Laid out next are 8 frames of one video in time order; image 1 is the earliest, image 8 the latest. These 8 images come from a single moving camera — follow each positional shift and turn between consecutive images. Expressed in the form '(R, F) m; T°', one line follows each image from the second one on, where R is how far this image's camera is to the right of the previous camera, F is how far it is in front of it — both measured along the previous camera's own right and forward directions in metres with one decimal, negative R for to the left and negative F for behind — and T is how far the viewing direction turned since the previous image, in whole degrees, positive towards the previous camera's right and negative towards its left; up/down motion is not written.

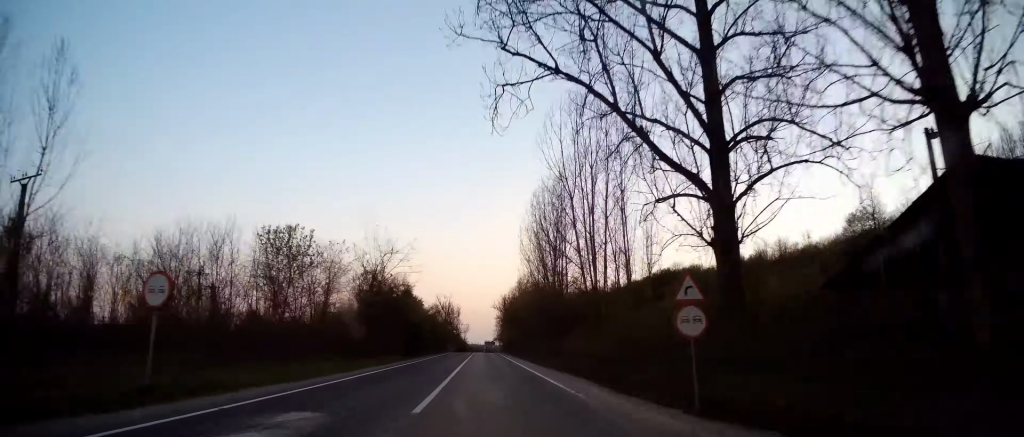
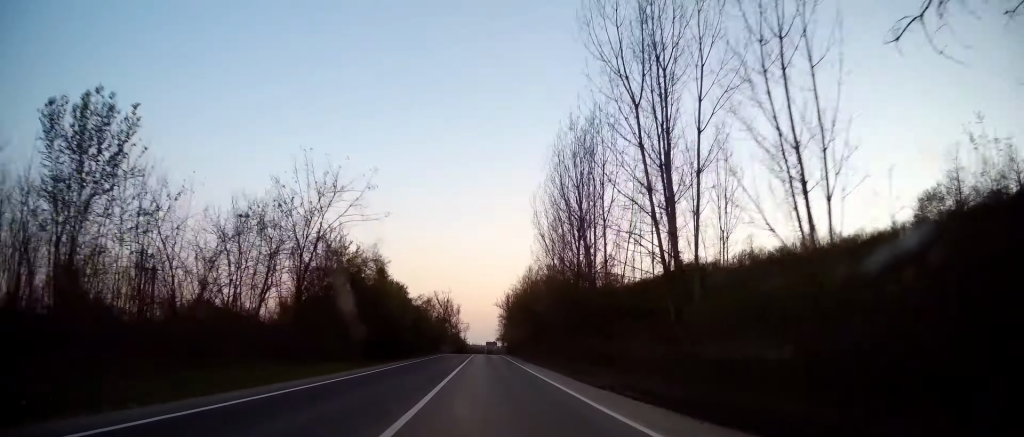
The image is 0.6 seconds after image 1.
(-0.2, +16.0) m; 0°
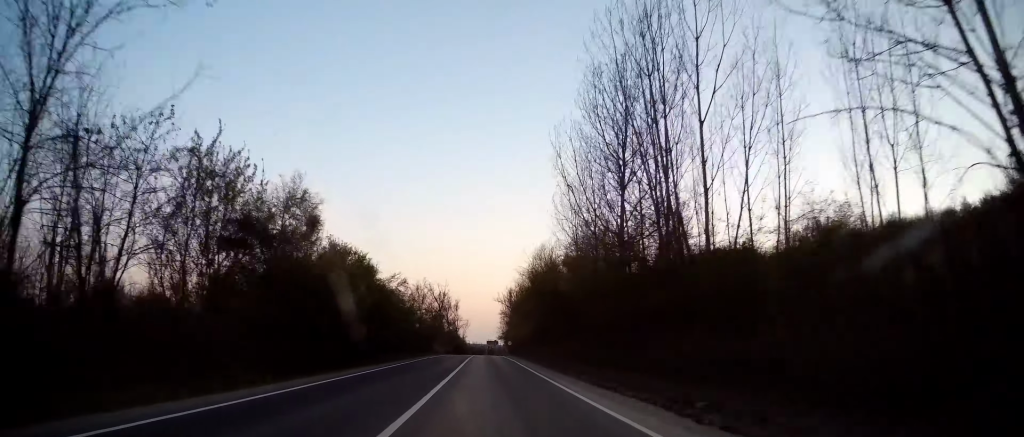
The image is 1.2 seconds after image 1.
(+0.1, +16.9) m; 0°
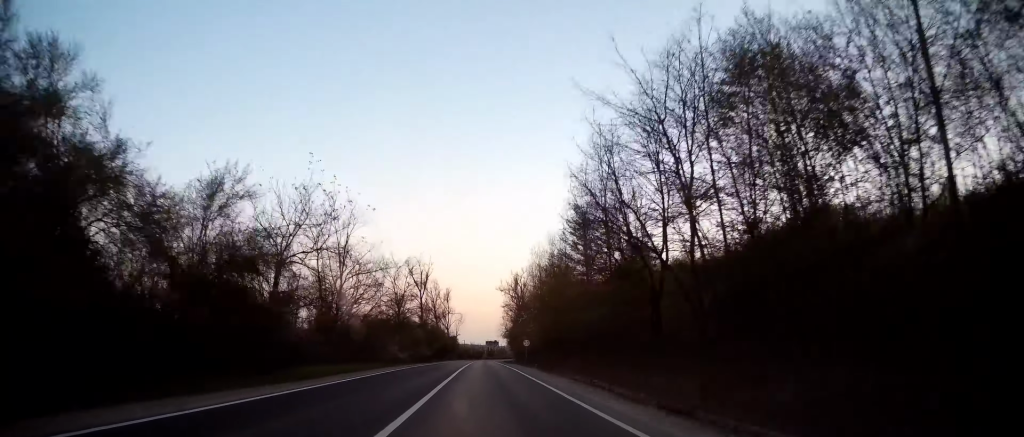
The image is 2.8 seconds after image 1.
(+0.1, +42.6) m; 0°
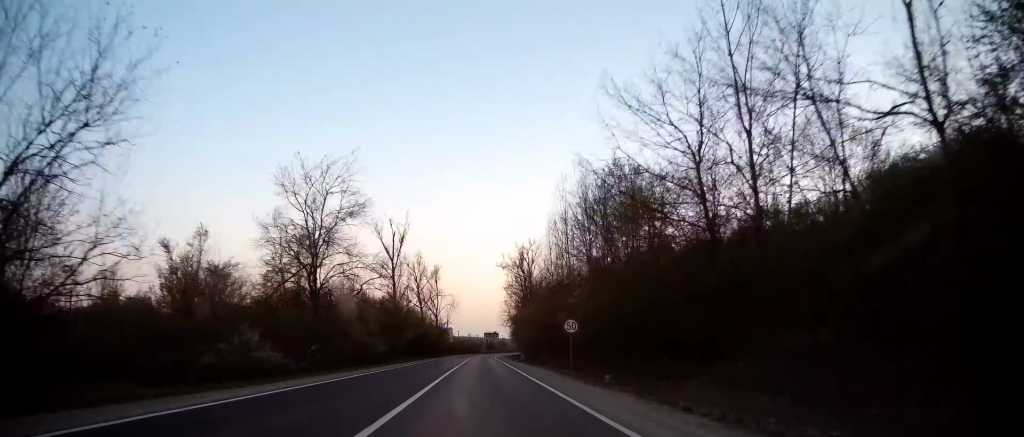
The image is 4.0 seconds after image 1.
(-0.2, +31.0) m; 0°
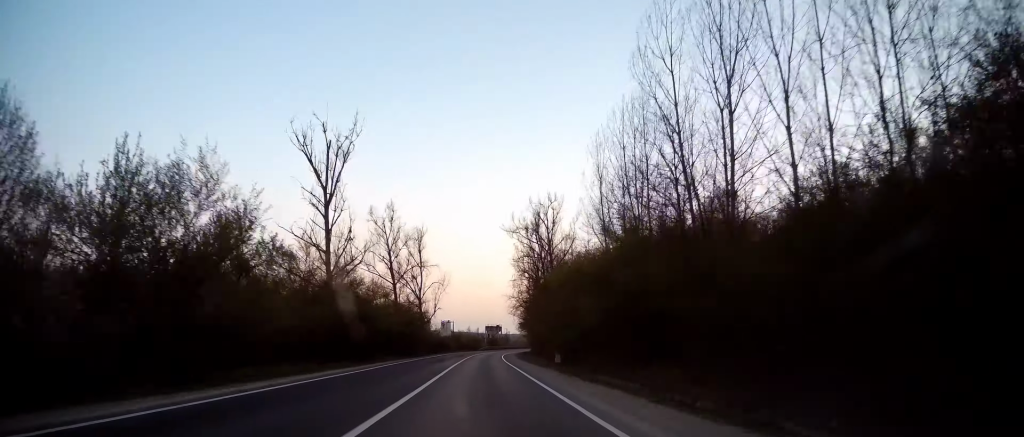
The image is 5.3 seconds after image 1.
(+0.2, +33.7) m; 0°
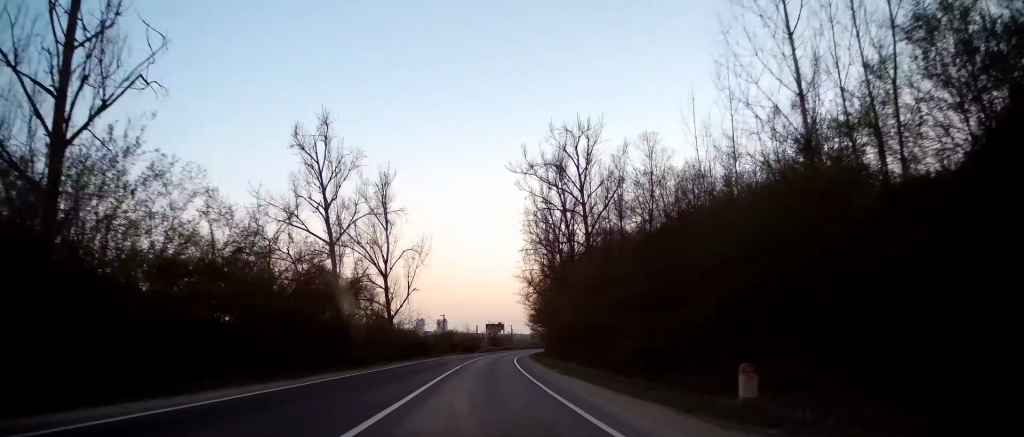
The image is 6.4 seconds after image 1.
(-0.2, +30.2) m; 0°
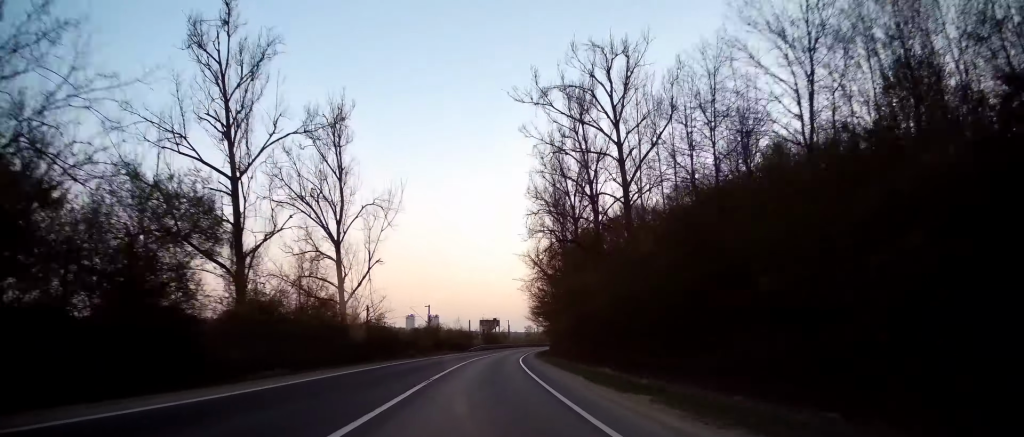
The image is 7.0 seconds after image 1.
(0.0, +17.0) m; 0°
